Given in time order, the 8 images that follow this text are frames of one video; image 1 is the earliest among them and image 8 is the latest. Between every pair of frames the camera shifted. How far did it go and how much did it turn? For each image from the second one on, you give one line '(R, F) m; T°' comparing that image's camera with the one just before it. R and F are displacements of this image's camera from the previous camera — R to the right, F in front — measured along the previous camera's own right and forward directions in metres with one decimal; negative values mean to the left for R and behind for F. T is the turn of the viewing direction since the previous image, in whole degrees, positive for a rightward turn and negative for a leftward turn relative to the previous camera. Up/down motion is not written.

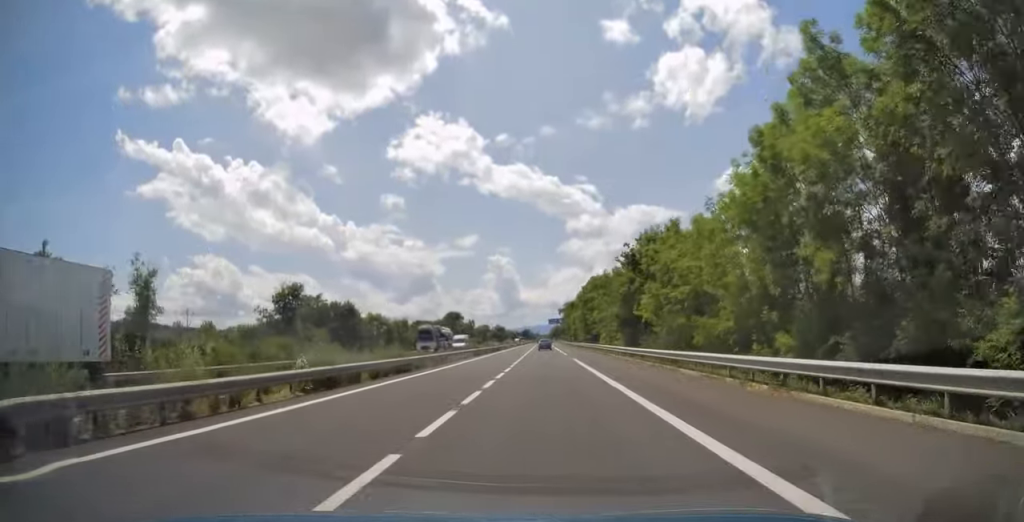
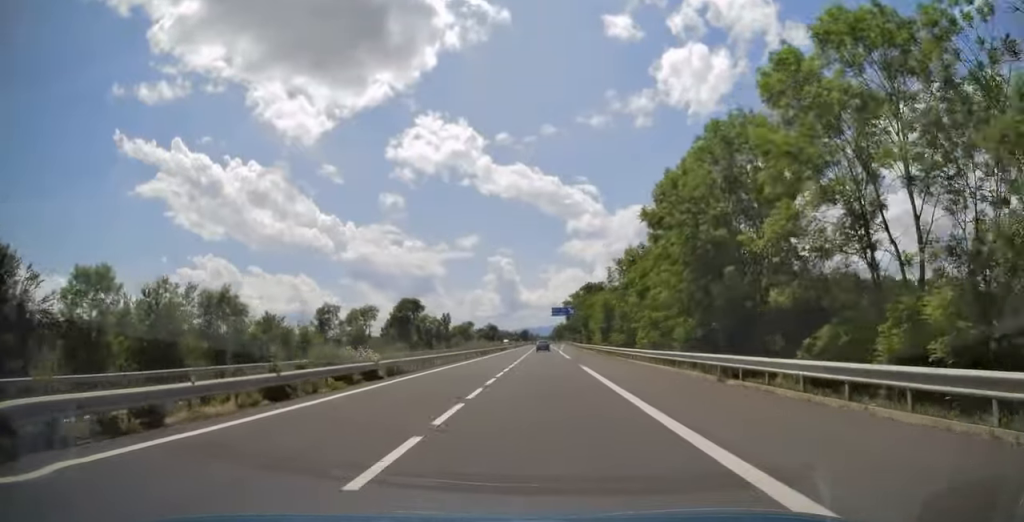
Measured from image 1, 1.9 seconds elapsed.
(-0.3, +60.9) m; -1°
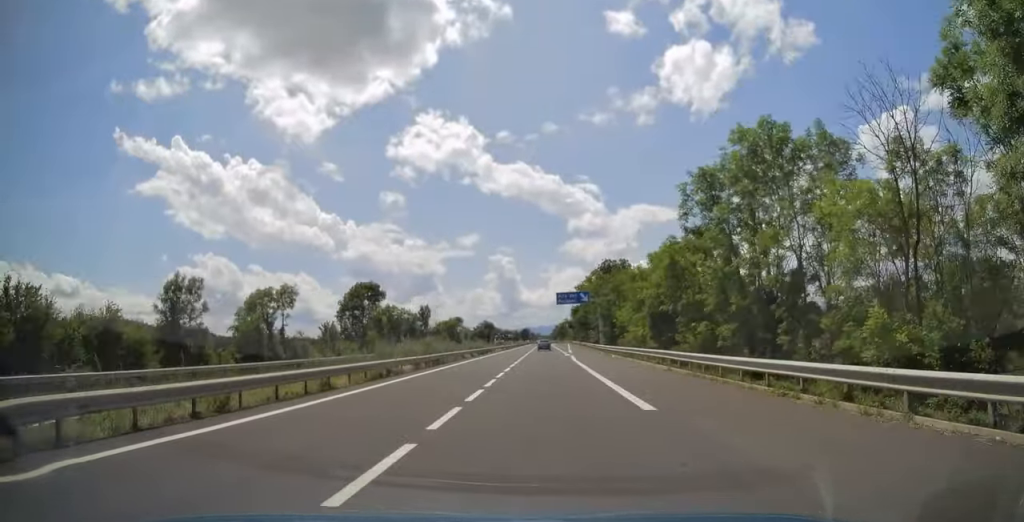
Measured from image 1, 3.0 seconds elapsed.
(+0.2, +31.8) m; +1°
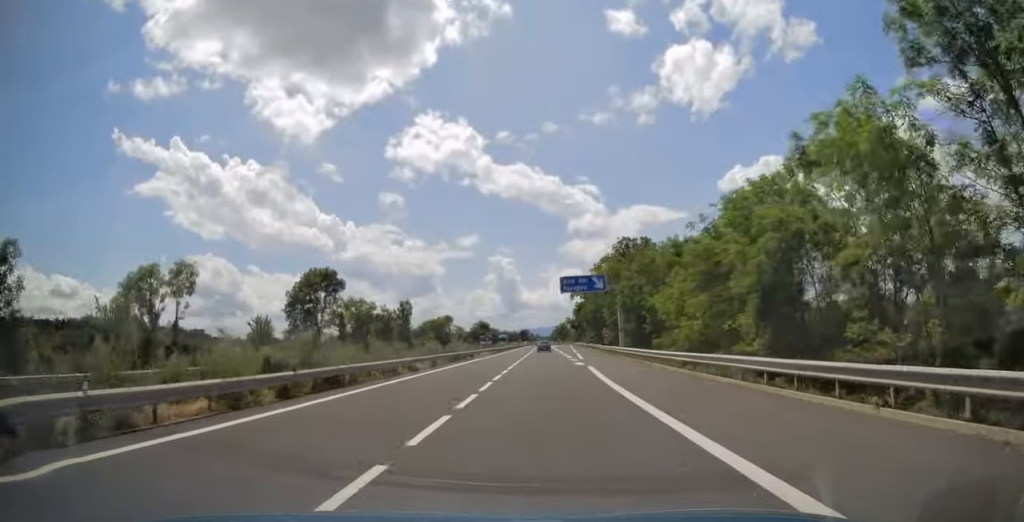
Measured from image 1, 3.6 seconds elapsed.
(+0.3, +19.3) m; 0°
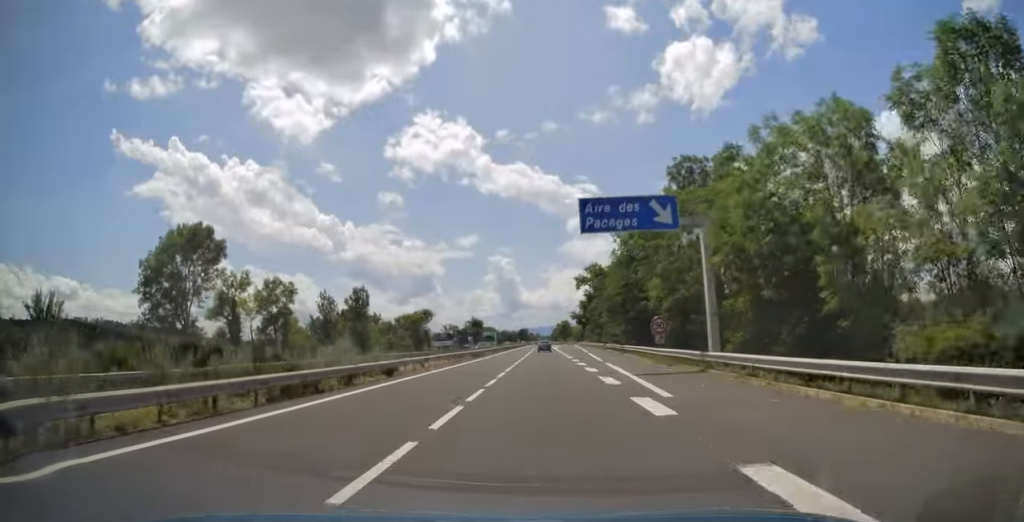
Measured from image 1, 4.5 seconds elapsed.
(-0.4, +29.7) m; 0°
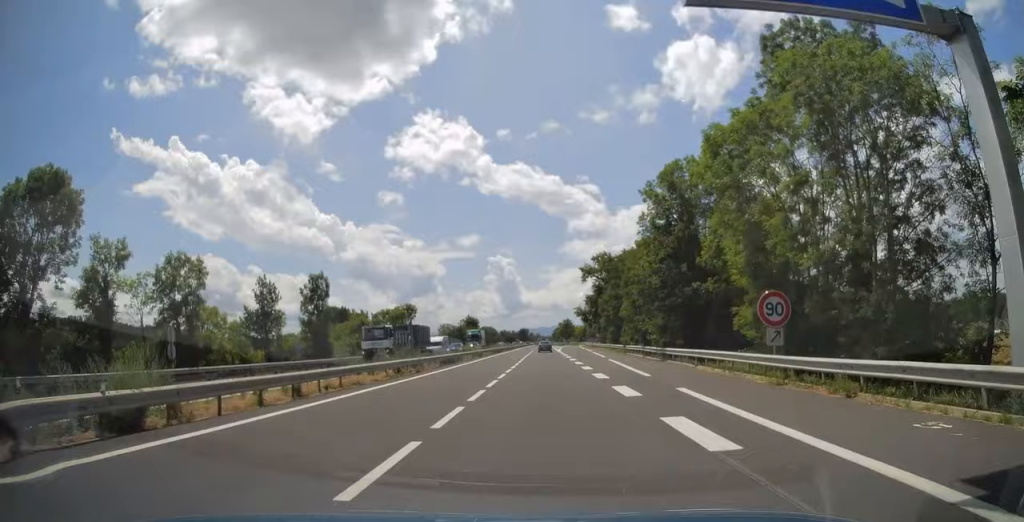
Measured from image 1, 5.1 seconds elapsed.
(+0.1, +17.7) m; 0°
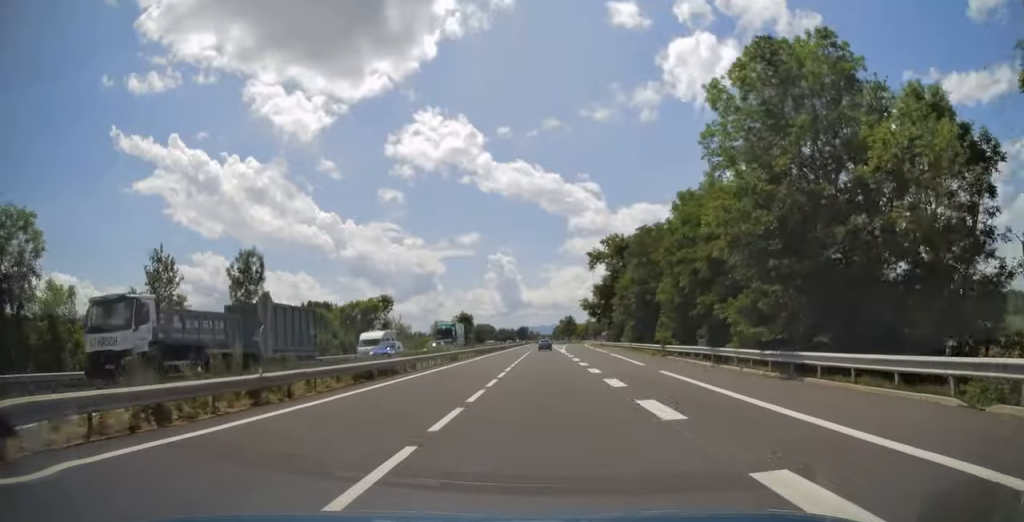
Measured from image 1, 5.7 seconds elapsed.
(+0.2, +18.2) m; 0°
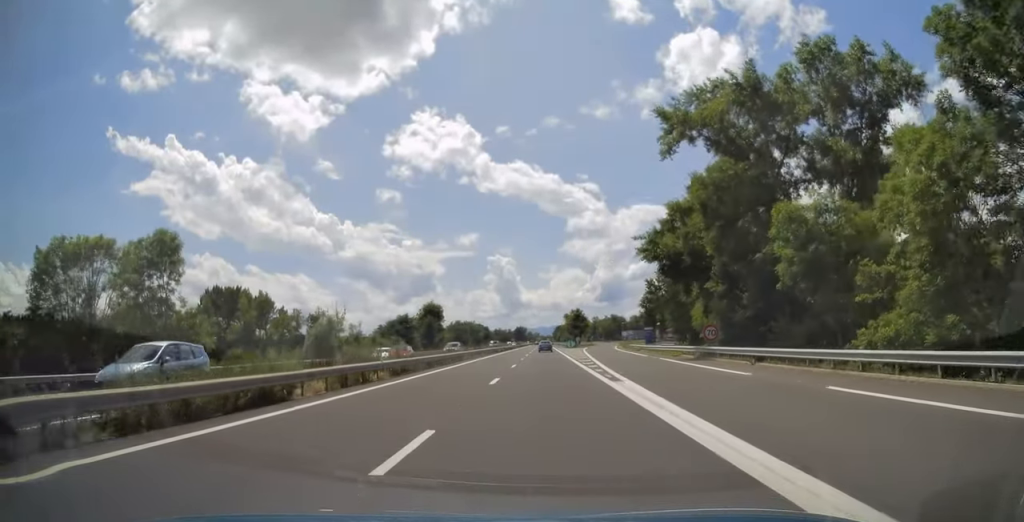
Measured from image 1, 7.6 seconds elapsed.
(-0.7, +61.0) m; 0°
